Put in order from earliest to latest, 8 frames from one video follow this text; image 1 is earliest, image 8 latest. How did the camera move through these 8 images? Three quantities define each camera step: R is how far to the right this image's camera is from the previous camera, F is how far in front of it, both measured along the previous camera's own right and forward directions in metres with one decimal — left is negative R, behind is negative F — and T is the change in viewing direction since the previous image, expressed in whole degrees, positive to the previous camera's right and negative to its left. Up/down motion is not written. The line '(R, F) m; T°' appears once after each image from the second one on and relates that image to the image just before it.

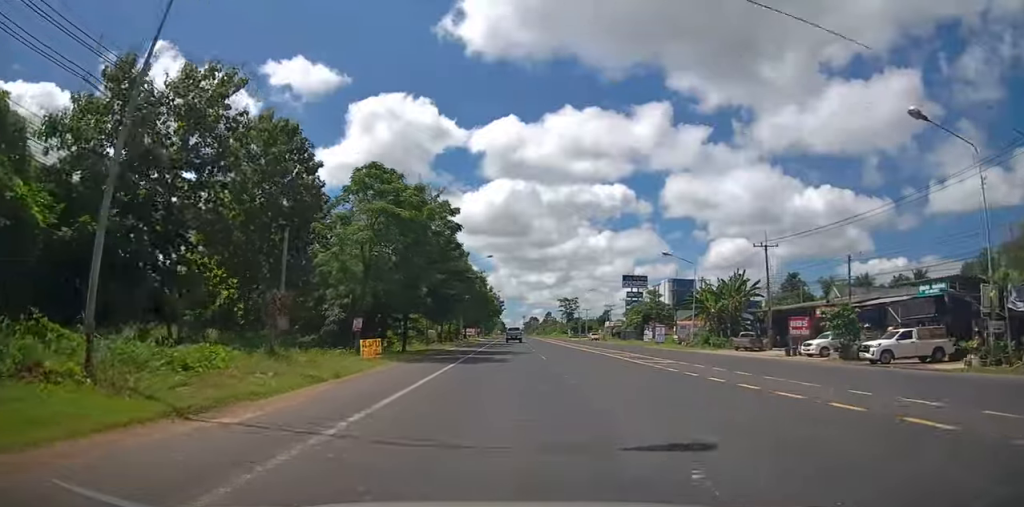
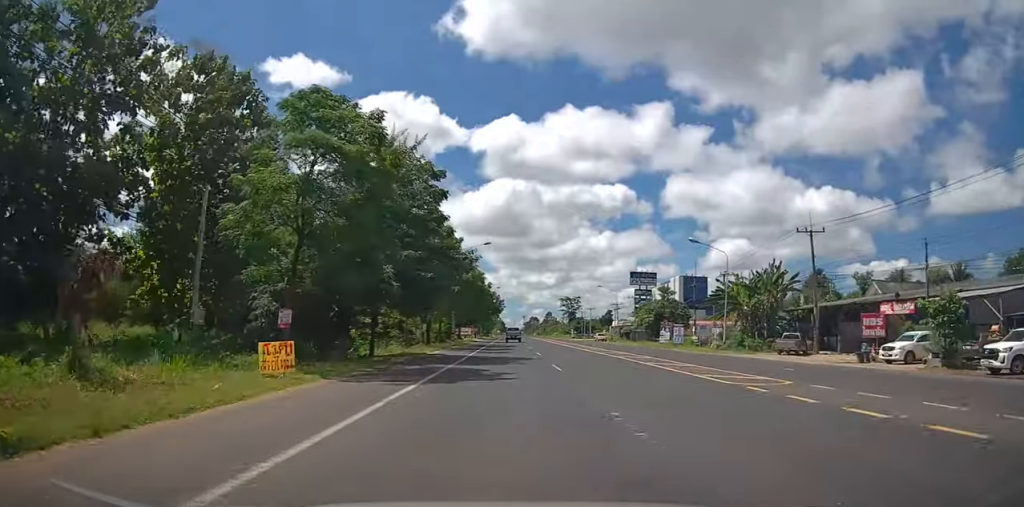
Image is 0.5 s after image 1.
(0.0, +8.5) m; 0°
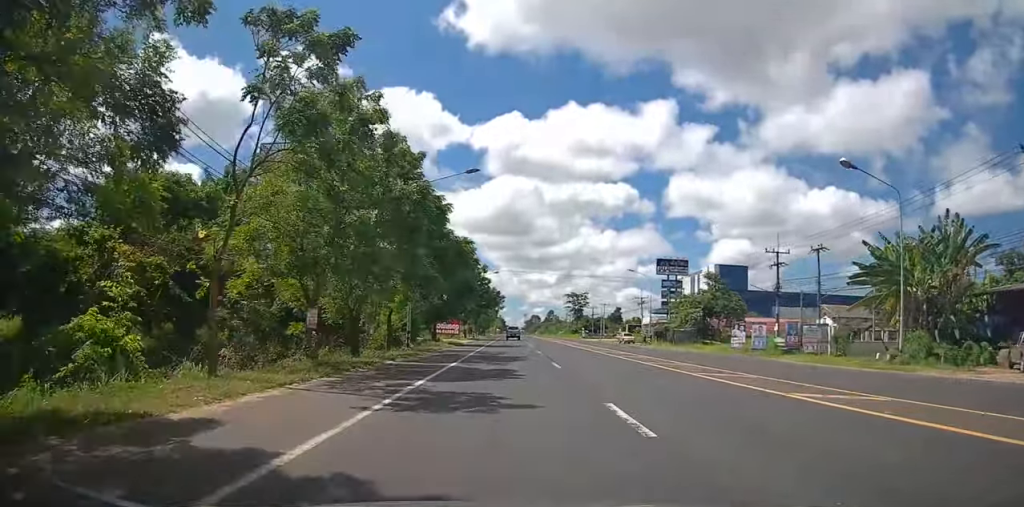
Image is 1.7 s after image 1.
(+0.2, +23.3) m; +2°
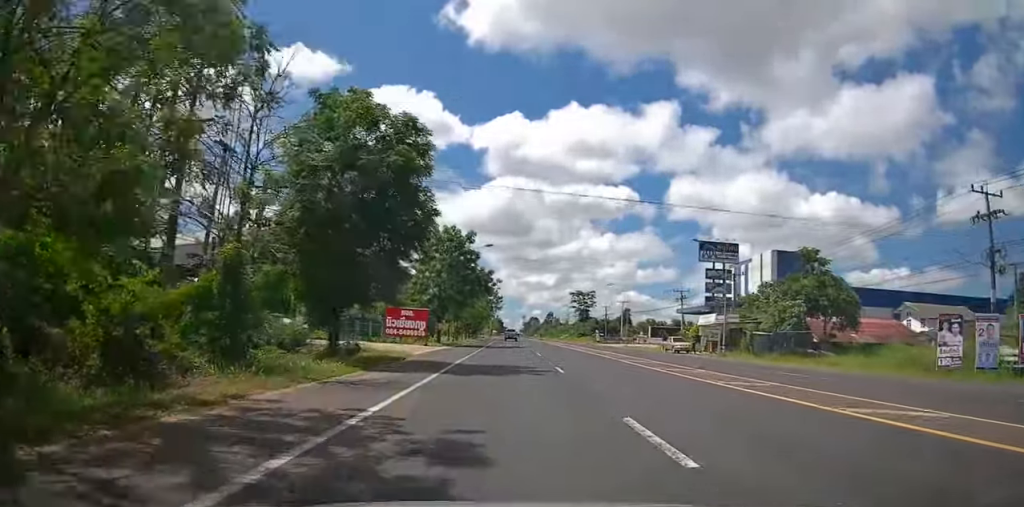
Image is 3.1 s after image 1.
(+0.2, +26.0) m; -1°
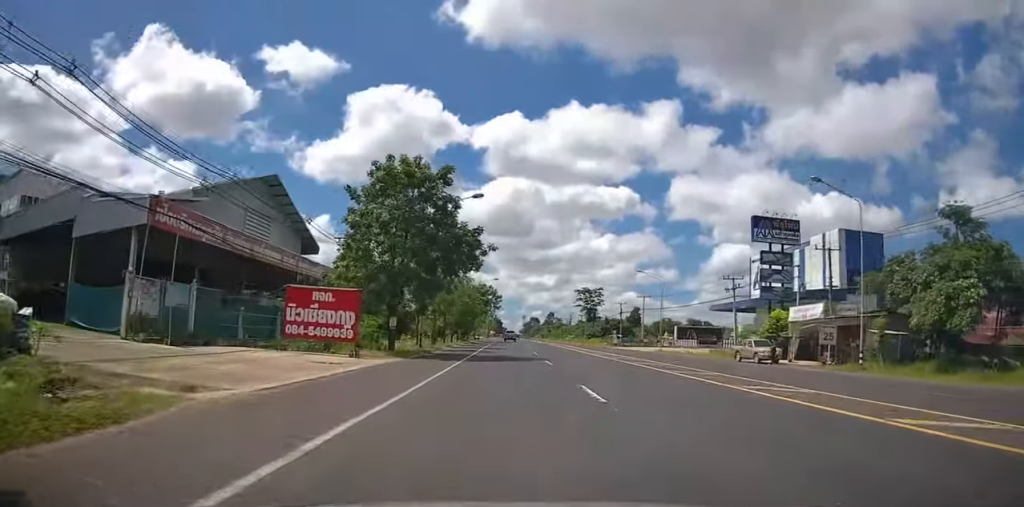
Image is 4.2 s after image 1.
(-0.2, +19.4) m; -1°
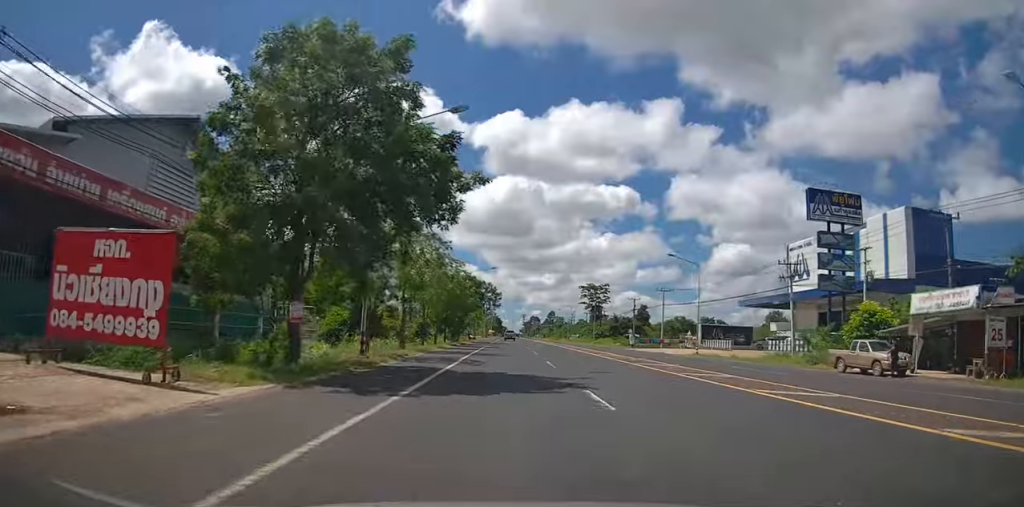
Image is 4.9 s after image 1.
(0.0, +13.2) m; 0°
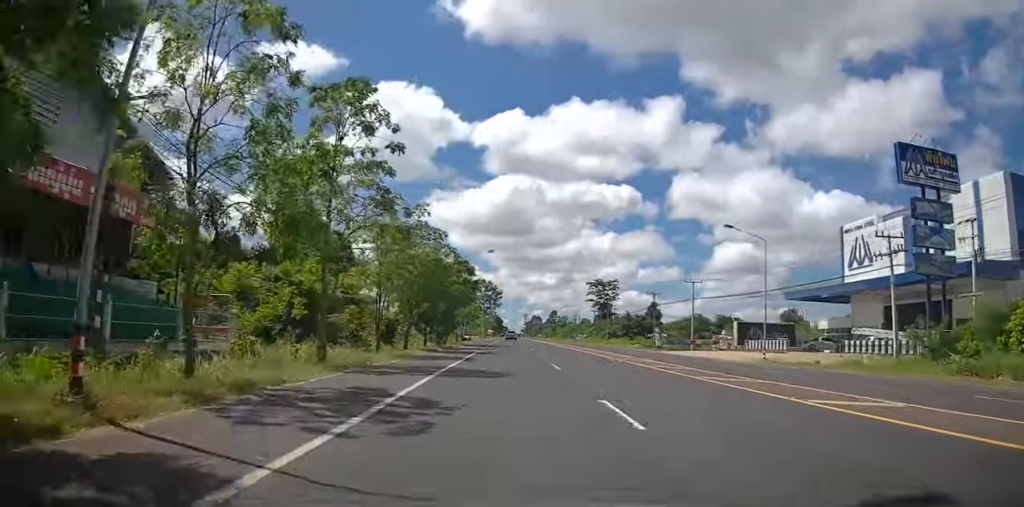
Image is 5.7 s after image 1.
(0.0, +14.4) m; 0°
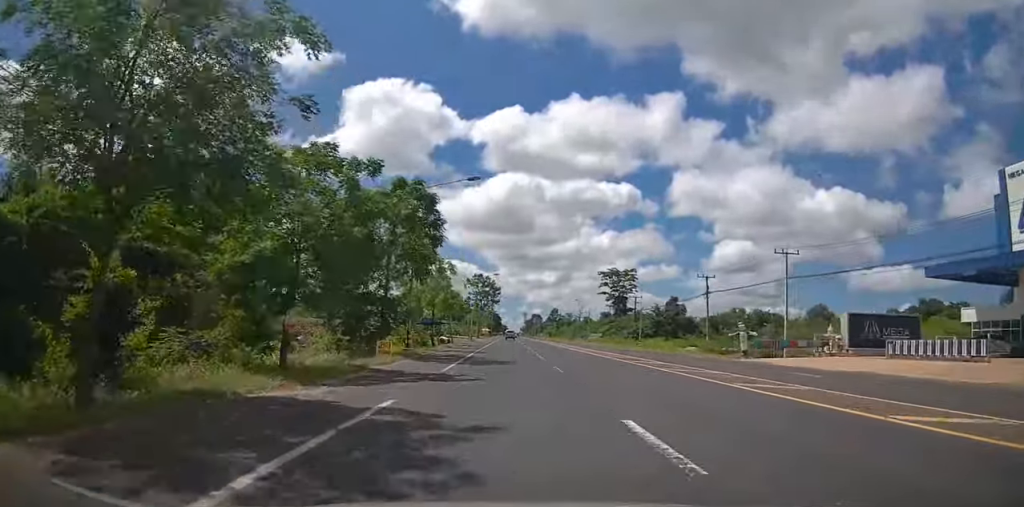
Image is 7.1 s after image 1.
(0.0, +26.3) m; 0°
